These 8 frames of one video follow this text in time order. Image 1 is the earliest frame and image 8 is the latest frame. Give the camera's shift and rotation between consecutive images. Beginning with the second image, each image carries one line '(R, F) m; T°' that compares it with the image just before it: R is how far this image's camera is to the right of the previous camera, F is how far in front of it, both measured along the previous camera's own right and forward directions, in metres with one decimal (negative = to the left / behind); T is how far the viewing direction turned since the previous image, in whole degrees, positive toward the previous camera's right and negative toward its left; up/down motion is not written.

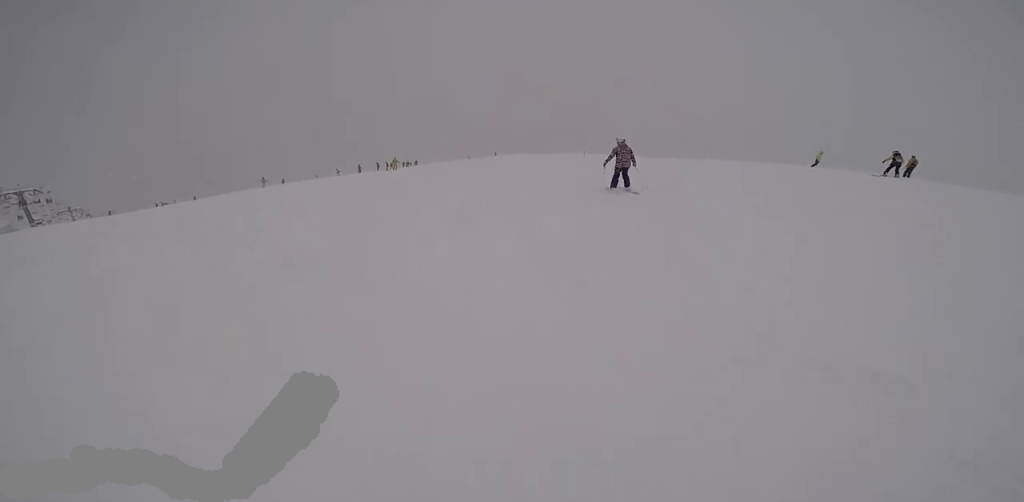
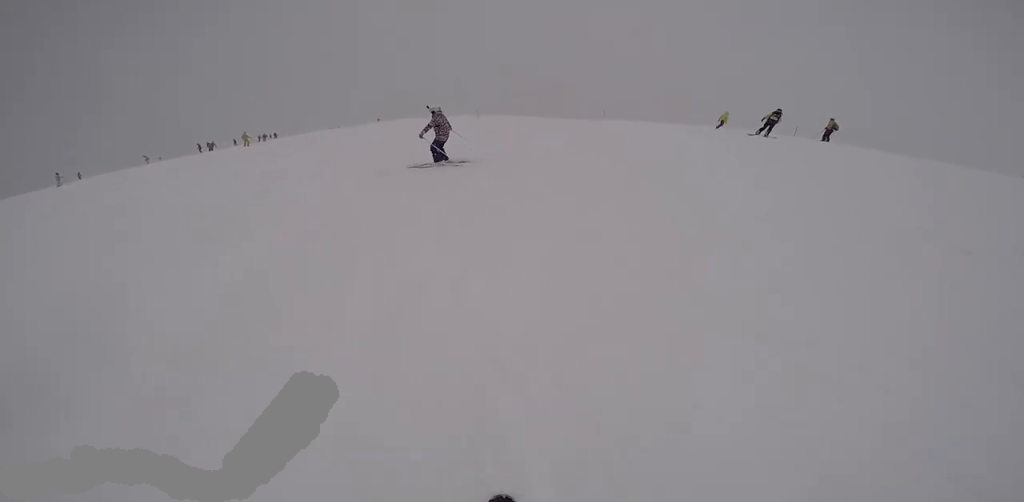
(+0.6, +4.9) m; +9°
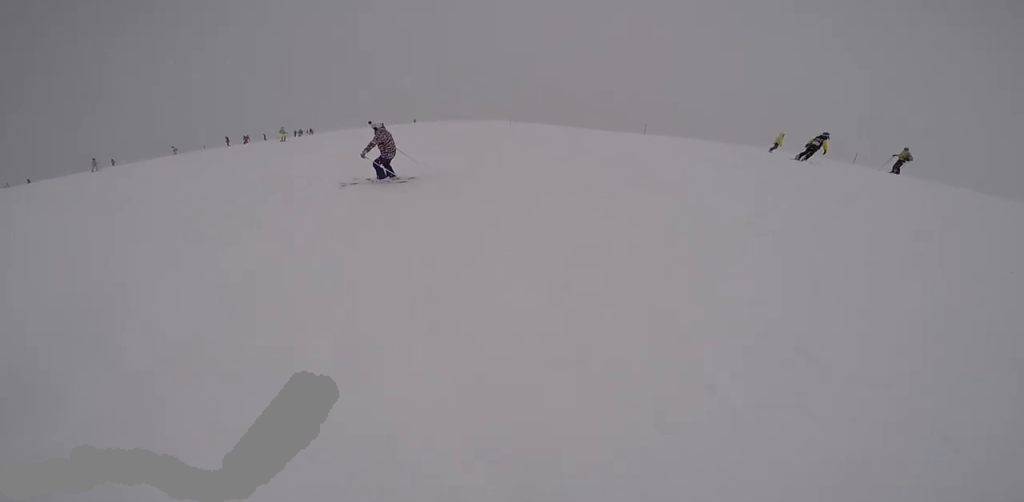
(0.0, +1.9) m; -4°
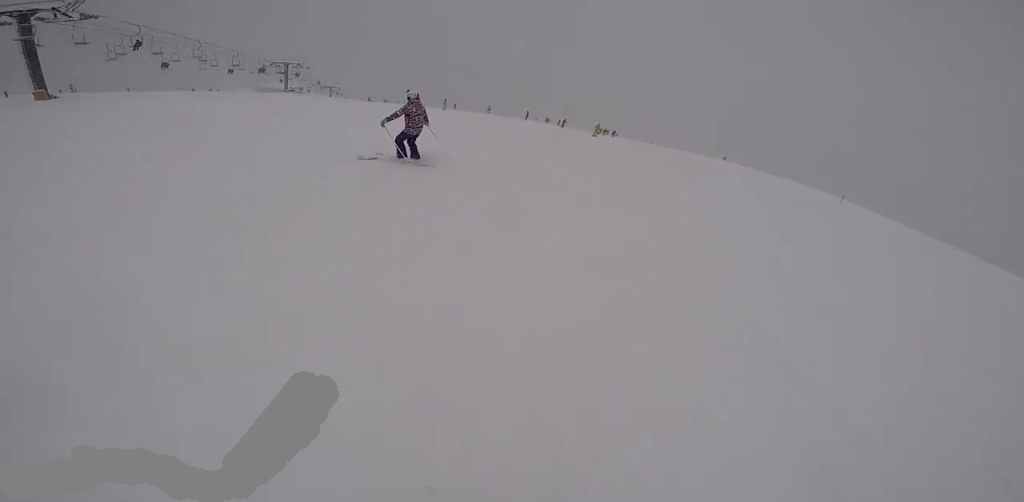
(-0.3, +3.9) m; -23°
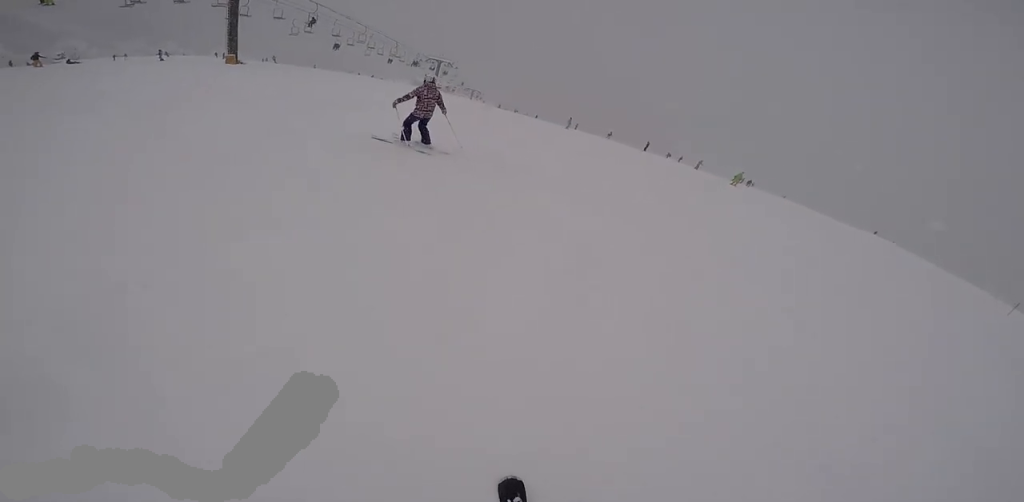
(-0.5, +1.5) m; -11°
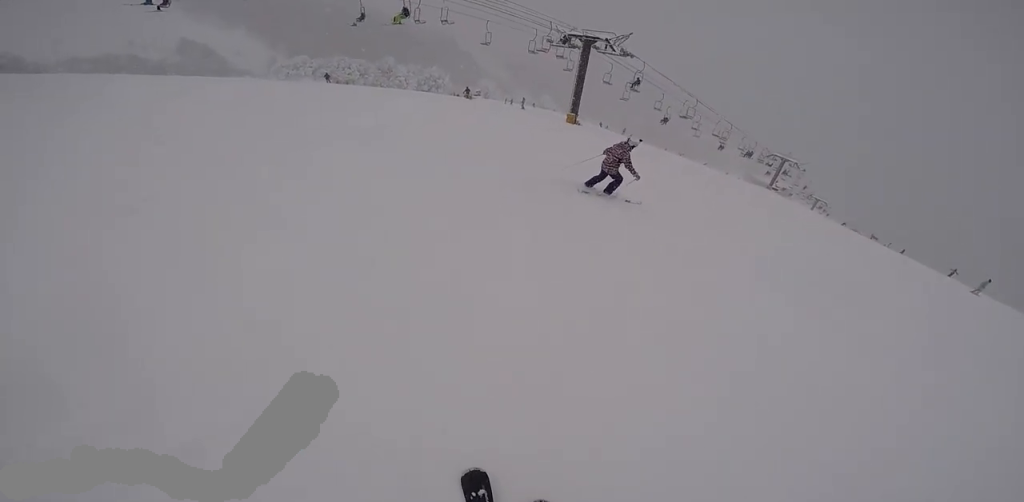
(-1.0, +5.3) m; -46°
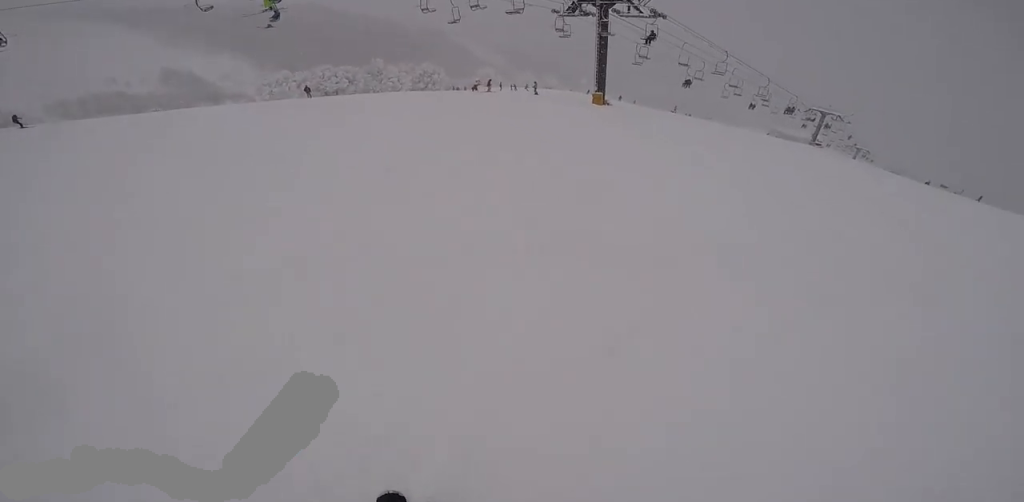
(-2.6, +5.2) m; -10°
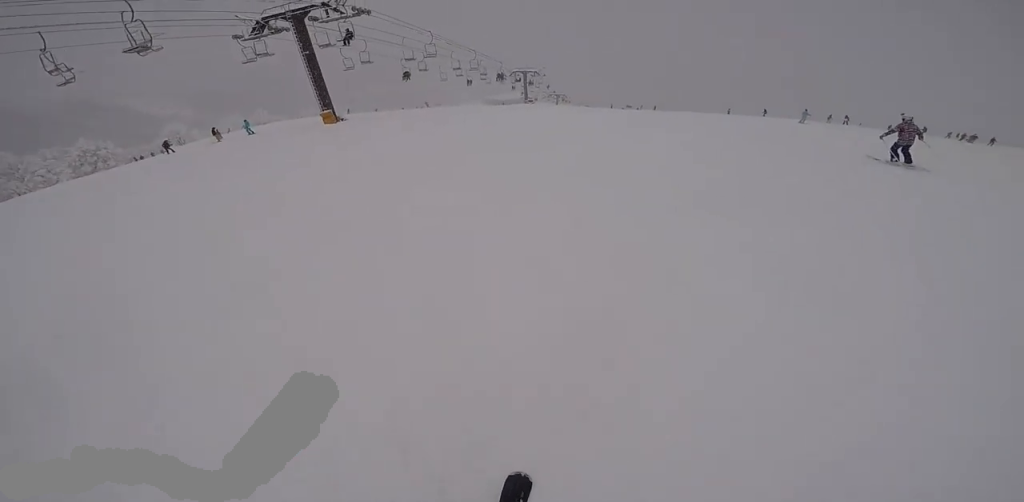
(+0.3, +2.6) m; +18°
